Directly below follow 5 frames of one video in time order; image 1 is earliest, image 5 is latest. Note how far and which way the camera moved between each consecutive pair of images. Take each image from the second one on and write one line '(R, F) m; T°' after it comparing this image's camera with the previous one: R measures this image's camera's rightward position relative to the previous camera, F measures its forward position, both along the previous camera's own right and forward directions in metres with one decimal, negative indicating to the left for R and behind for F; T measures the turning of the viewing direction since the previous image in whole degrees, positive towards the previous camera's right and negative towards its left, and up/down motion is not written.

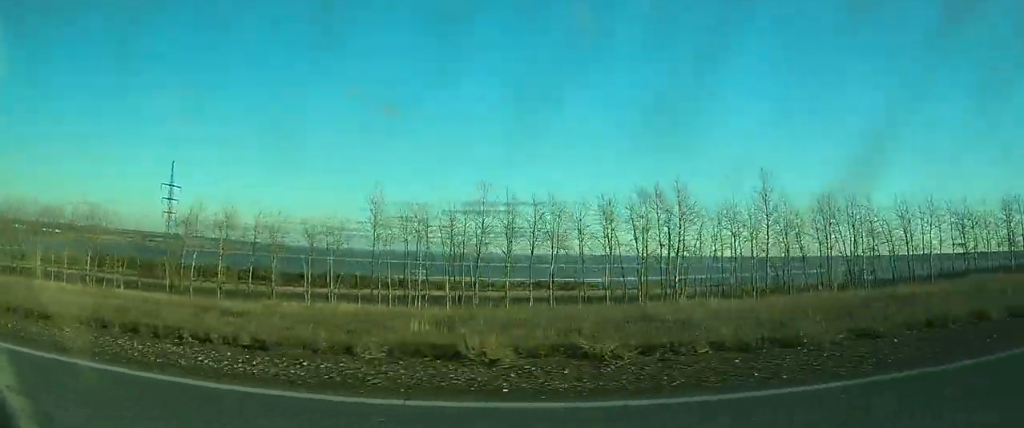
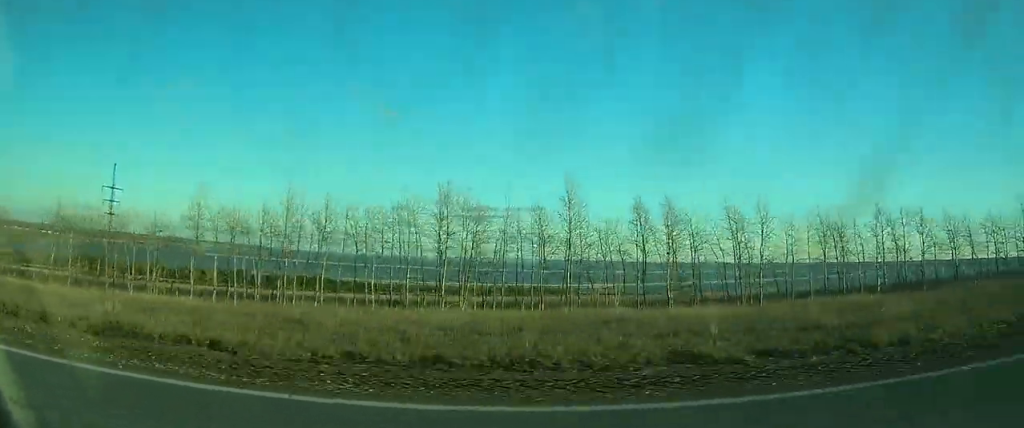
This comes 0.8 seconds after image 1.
(+1.5, +18.9) m; +1°
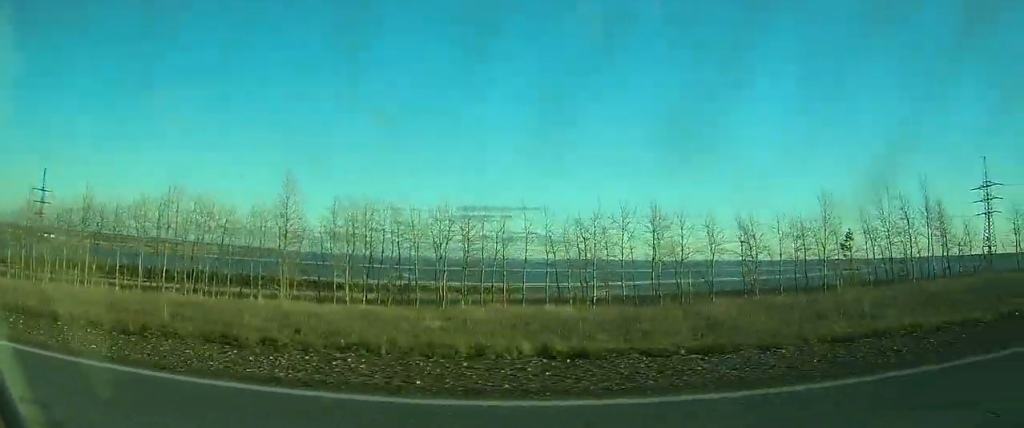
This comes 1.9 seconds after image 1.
(+1.8, +26.7) m; +1°
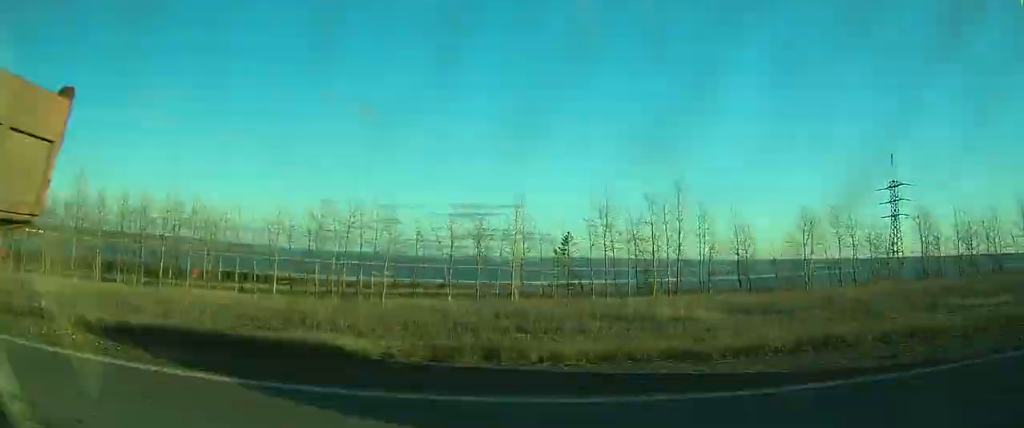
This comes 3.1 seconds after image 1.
(-0.8, +25.5) m; -1°
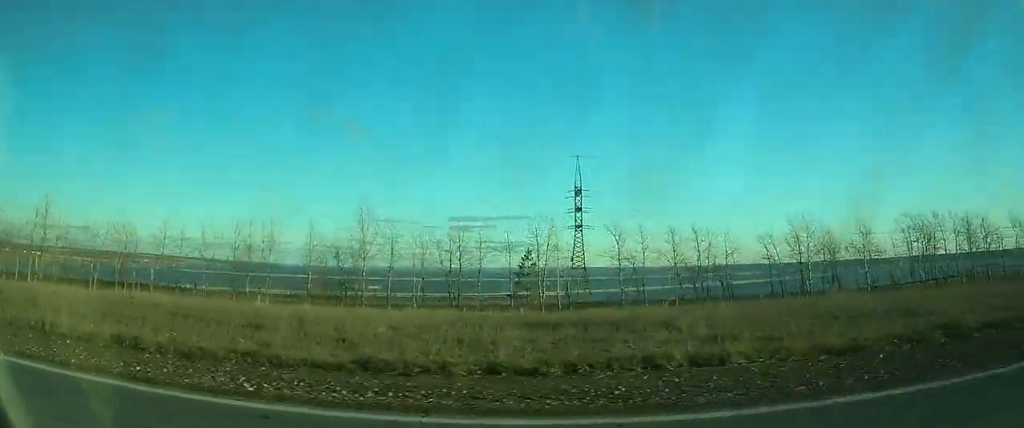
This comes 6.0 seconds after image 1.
(-1.5, +64.6) m; +3°
